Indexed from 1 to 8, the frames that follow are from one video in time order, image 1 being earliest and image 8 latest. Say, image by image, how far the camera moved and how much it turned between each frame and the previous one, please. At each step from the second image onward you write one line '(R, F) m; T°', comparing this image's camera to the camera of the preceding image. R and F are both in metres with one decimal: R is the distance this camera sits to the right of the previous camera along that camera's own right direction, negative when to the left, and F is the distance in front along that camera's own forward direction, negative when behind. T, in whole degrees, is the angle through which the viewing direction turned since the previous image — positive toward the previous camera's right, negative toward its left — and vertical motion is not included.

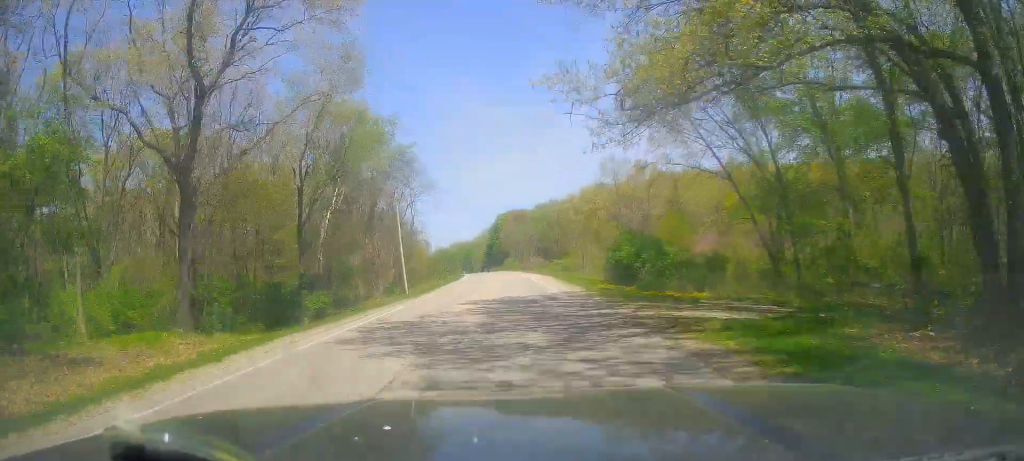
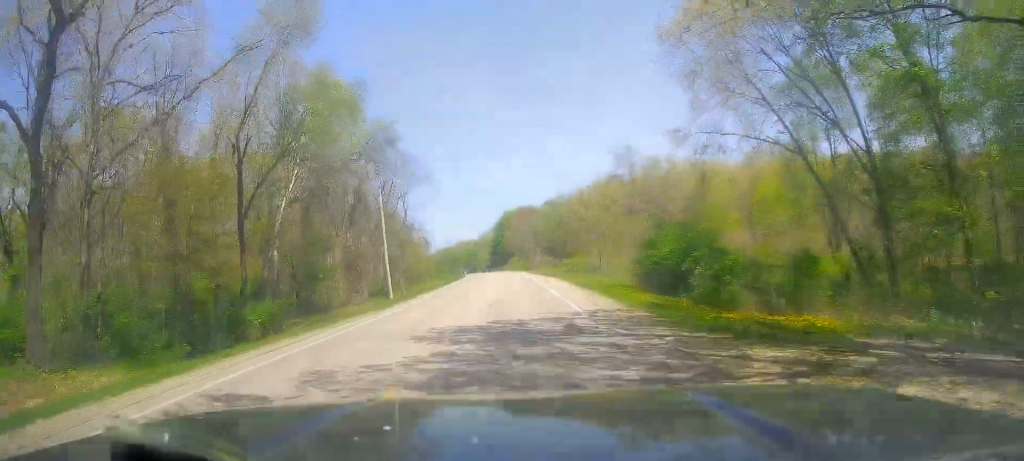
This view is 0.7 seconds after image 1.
(-0.1, +10.3) m; -1°
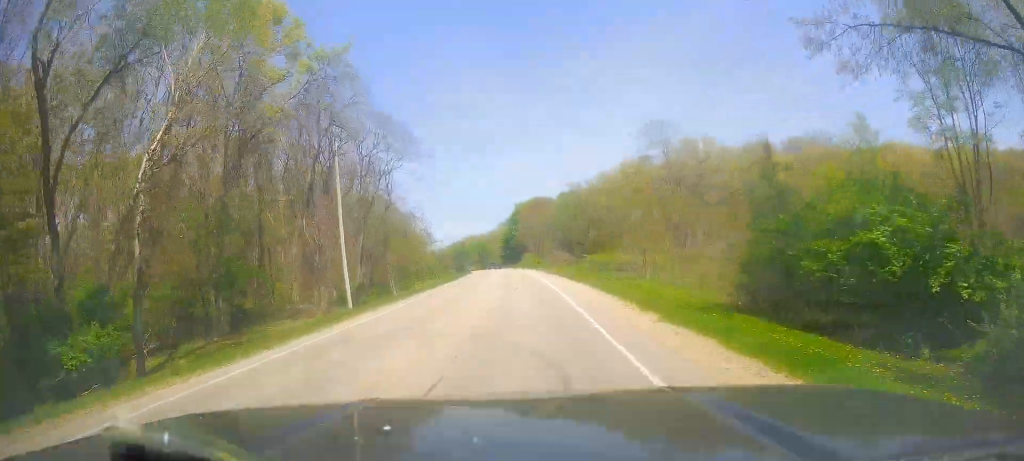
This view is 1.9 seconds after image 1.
(-0.2, +16.6) m; -2°
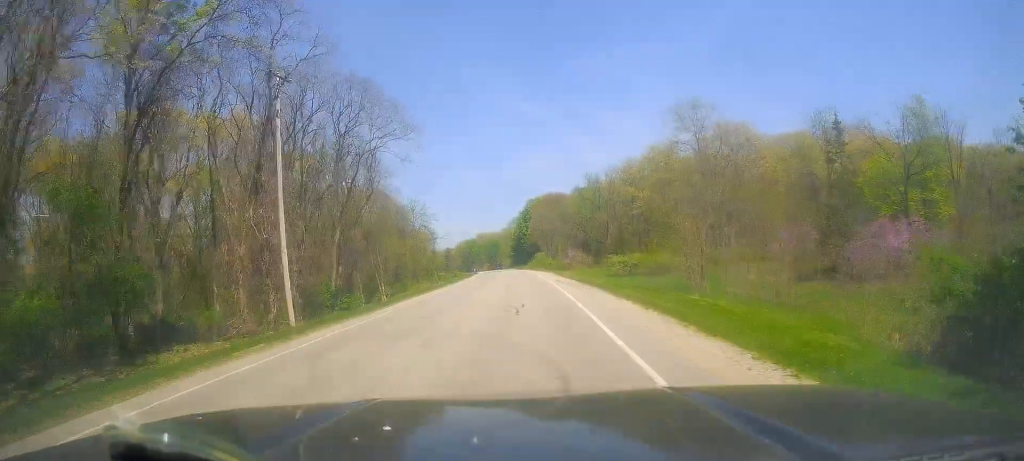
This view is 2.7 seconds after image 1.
(-0.3, +11.6) m; 0°
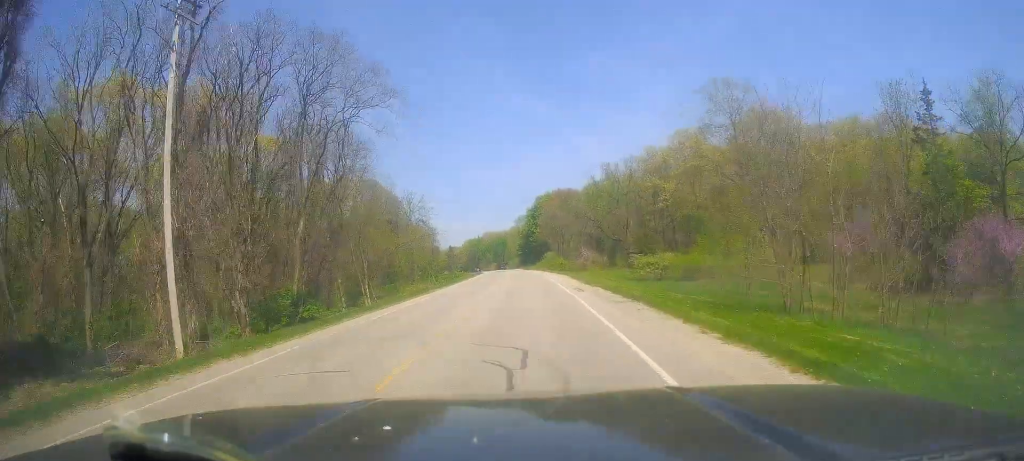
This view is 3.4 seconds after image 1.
(+0.3, +10.7) m; +1°
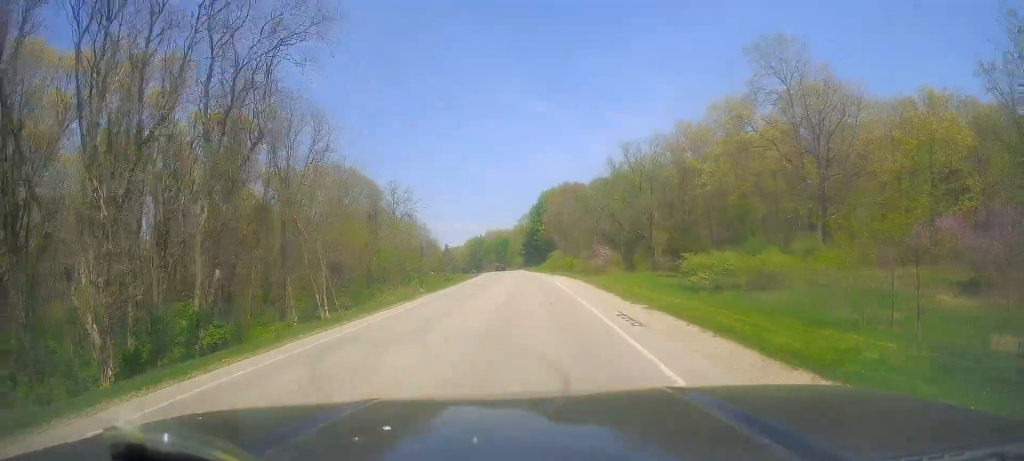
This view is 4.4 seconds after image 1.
(-0.2, +14.5) m; -3°
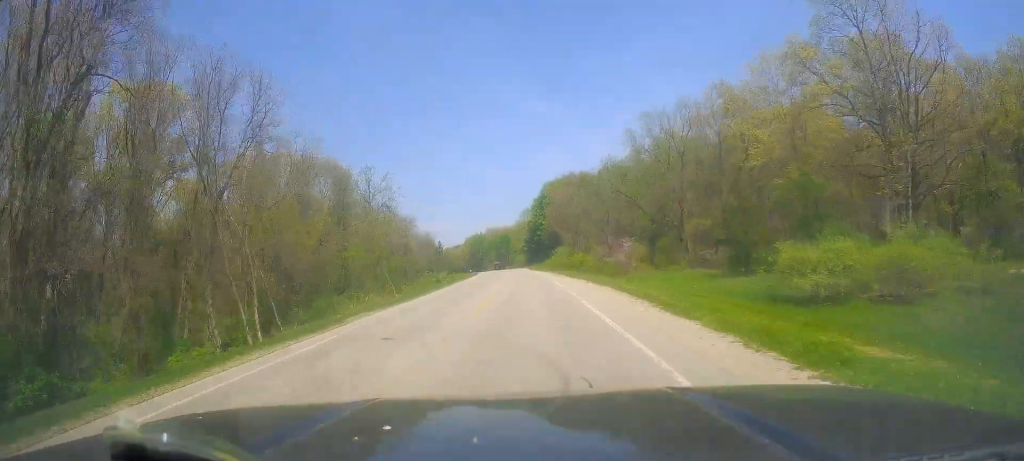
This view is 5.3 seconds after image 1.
(-0.5, +13.8) m; -2°
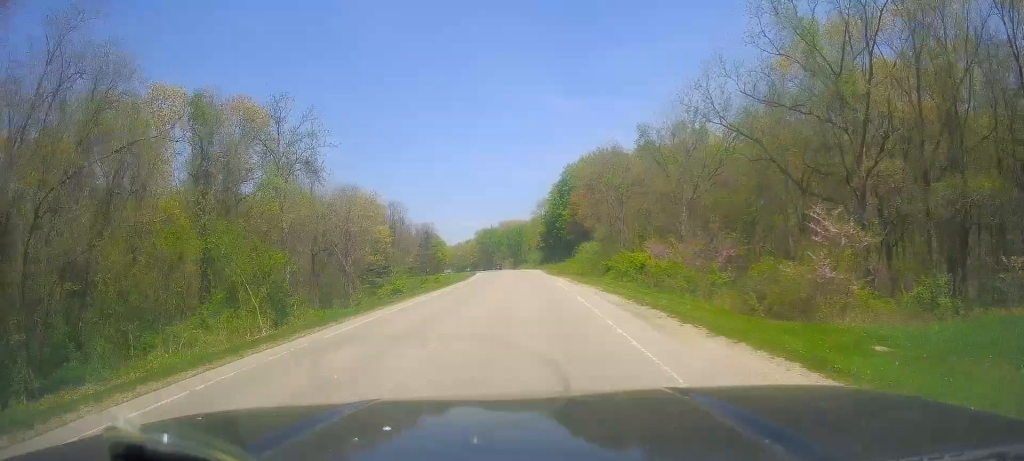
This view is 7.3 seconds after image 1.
(-0.7, +30.4) m; -3°
